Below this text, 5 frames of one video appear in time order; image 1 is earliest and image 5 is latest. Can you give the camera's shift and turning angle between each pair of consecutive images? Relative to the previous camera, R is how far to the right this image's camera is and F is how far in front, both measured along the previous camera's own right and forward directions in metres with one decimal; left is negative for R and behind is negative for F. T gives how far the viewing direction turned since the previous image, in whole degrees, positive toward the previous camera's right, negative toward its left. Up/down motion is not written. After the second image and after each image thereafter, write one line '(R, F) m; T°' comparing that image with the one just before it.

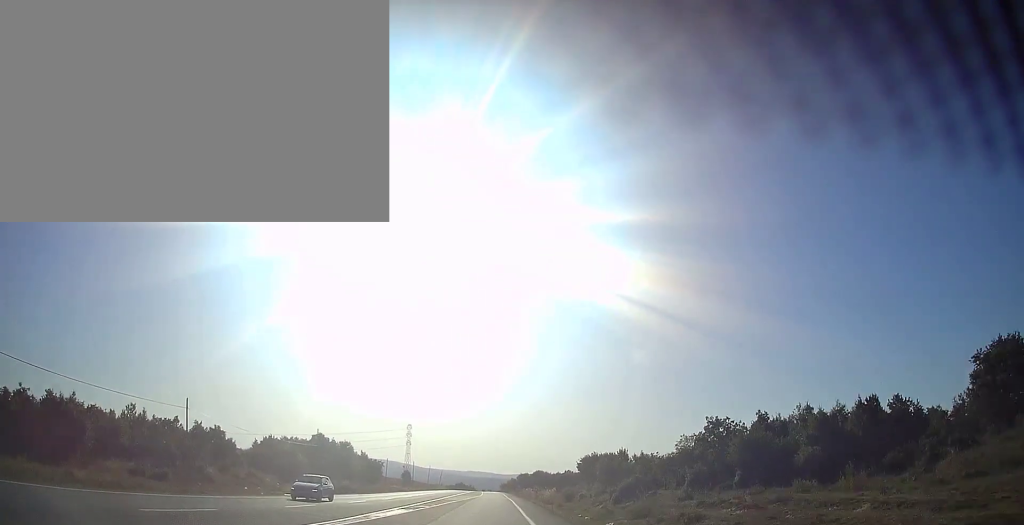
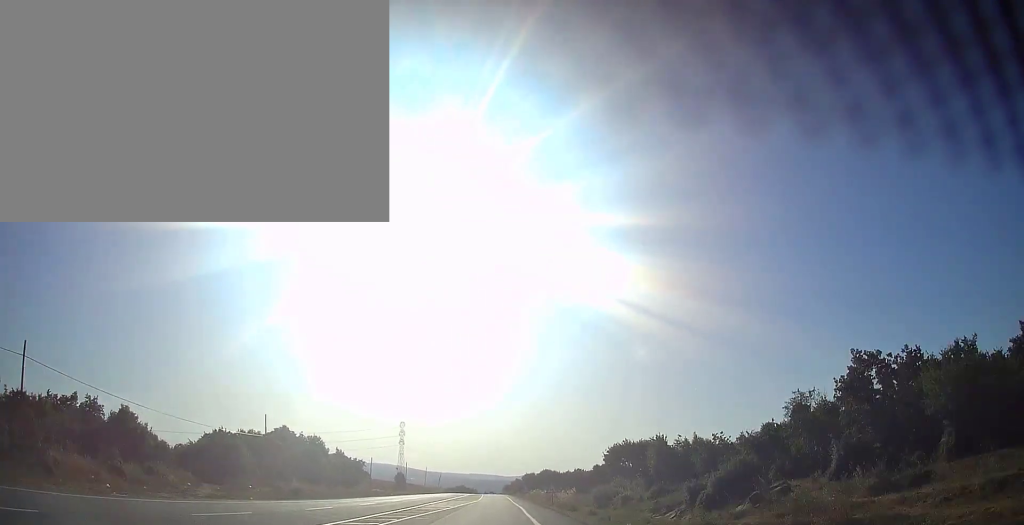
(-0.3, +19.0) m; -1°
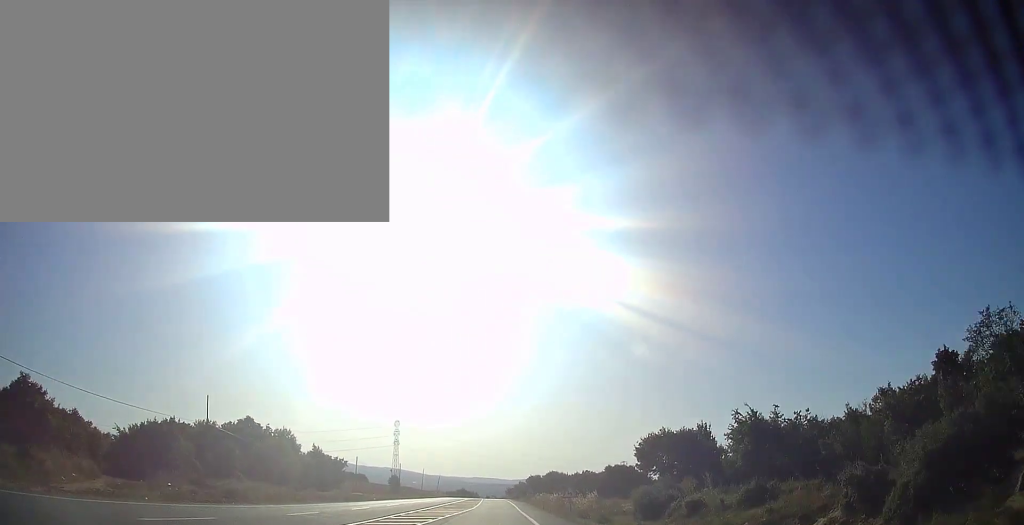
(0.0, +15.1) m; 0°
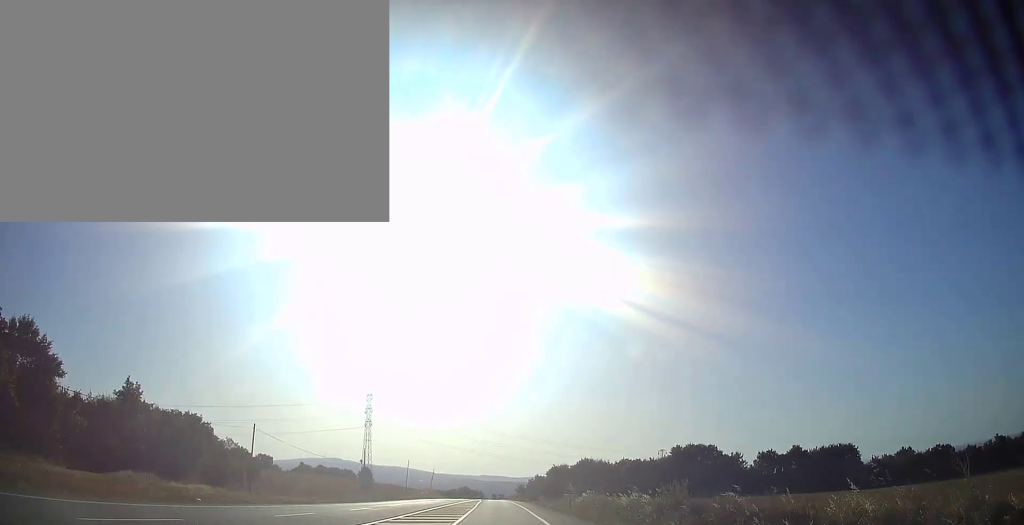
(-0.4, +48.5) m; -1°
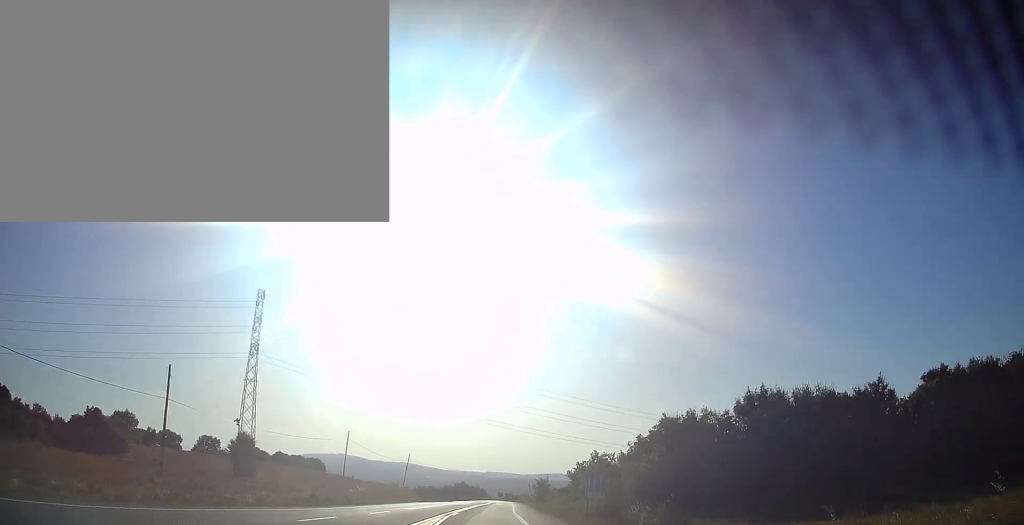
(-0.4, +68.8) m; -1°
